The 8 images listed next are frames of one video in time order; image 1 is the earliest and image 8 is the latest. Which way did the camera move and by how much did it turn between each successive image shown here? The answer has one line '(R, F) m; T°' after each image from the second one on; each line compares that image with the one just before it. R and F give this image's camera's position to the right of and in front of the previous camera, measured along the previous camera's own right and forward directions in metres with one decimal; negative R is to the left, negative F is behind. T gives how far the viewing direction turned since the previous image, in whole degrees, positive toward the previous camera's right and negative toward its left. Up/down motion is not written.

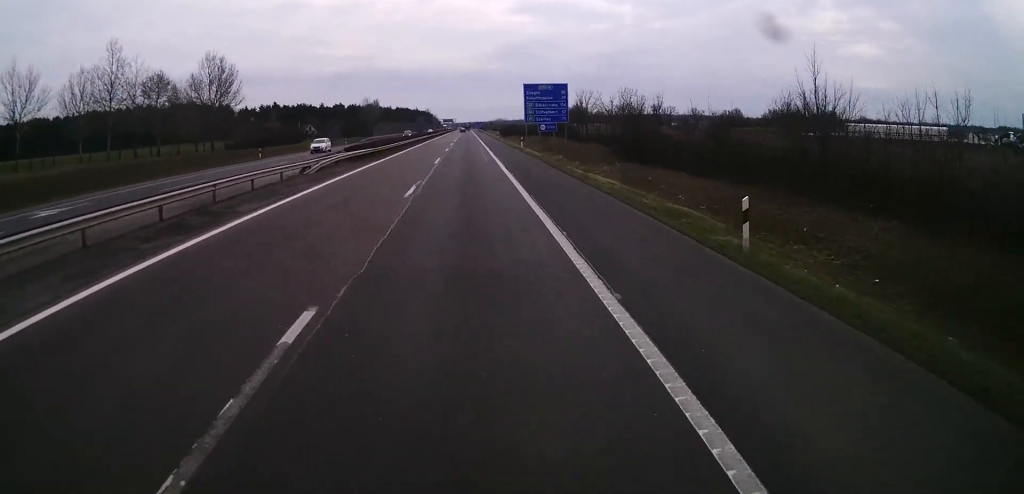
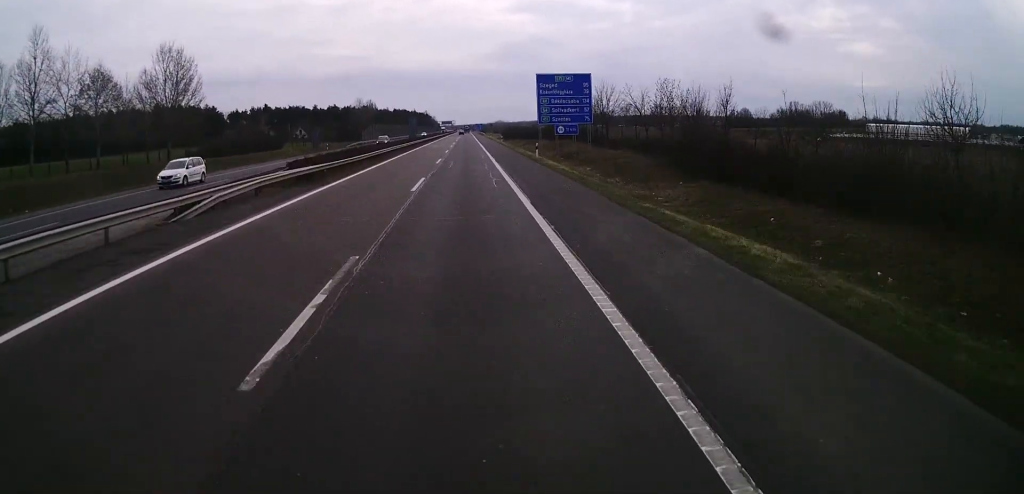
(+0.1, +14.2) m; 0°
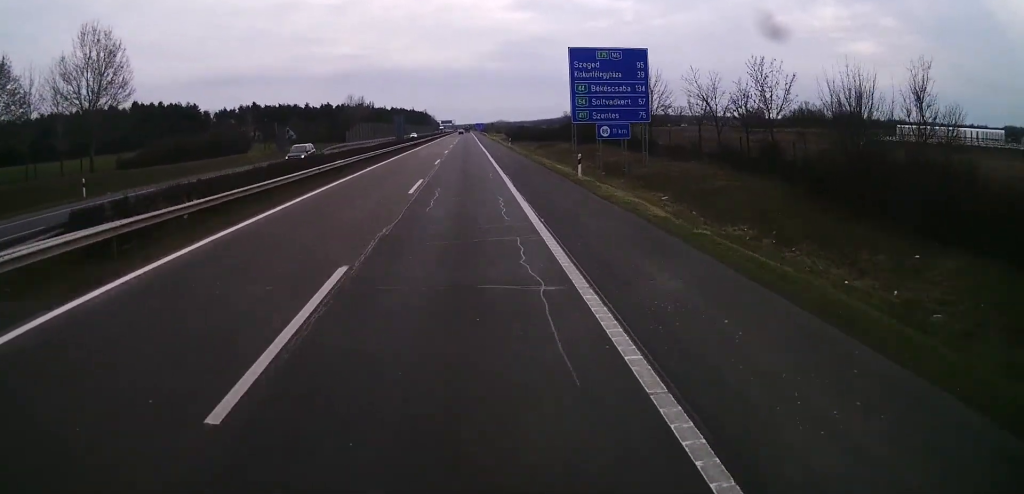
(+0.1, +18.6) m; 0°
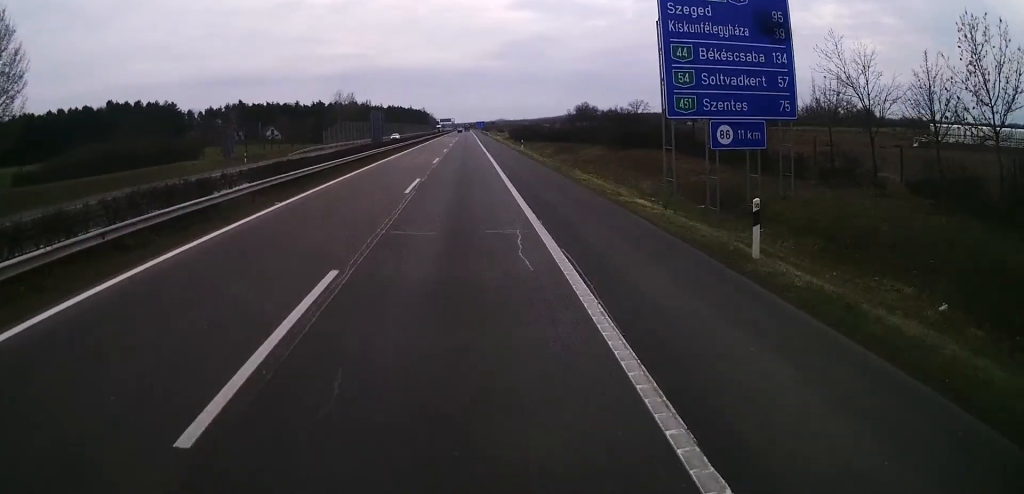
(0.0, +18.9) m; -1°
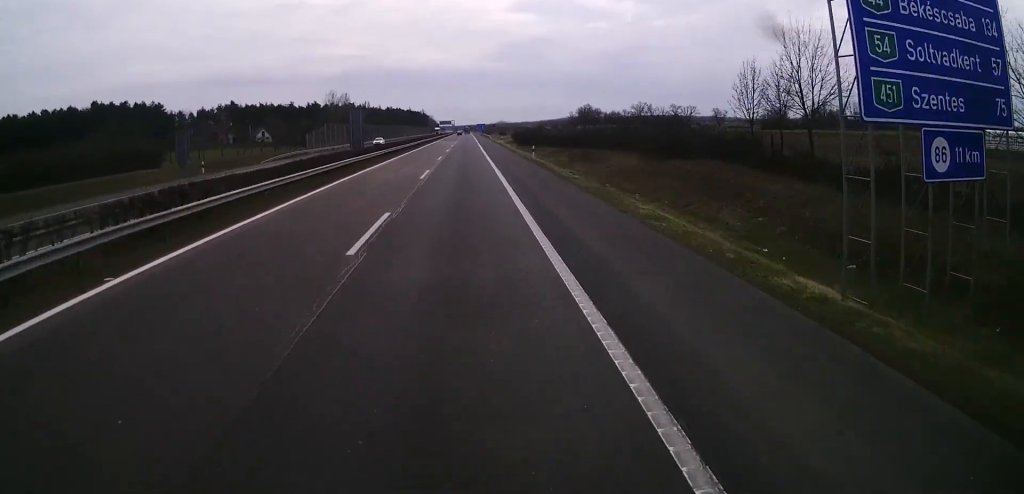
(-0.1, +11.0) m; 0°
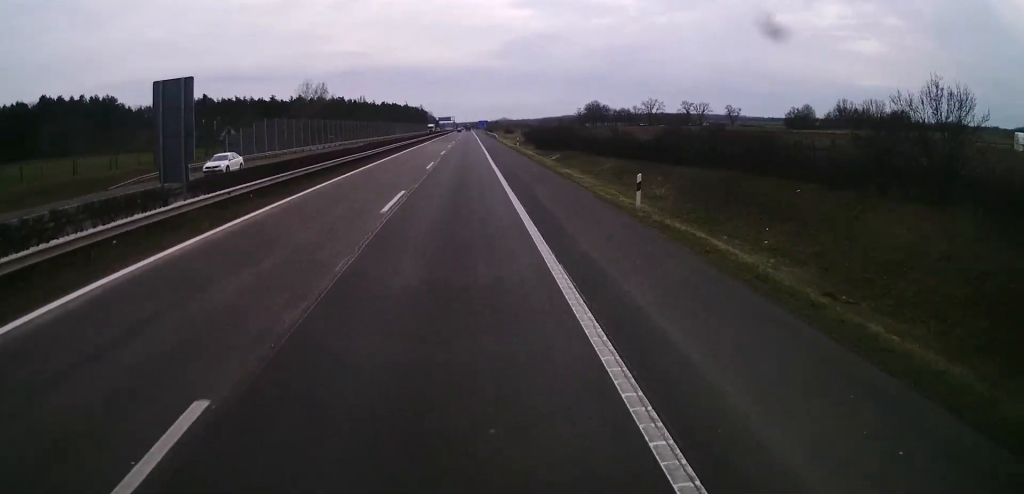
(0.0, +32.6) m; 0°
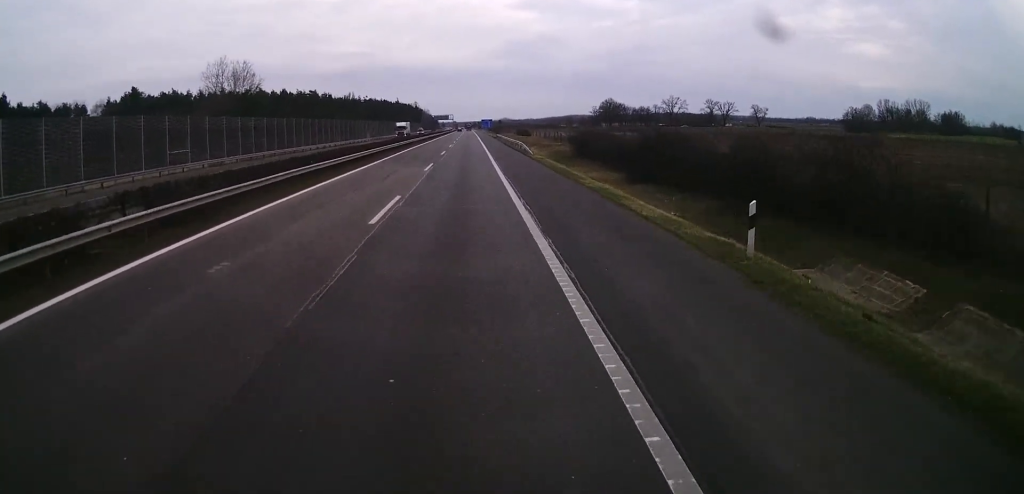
(+0.1, +59.3) m; 0°
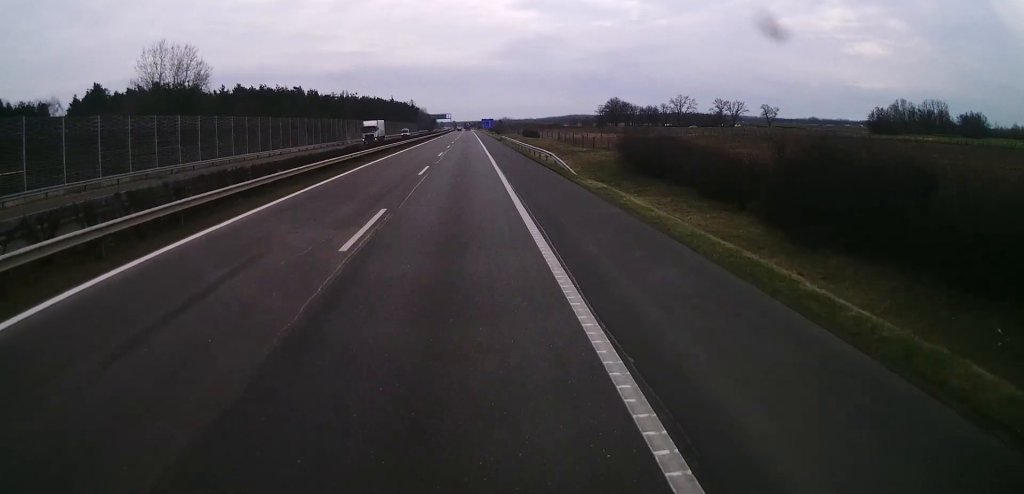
(+0.1, +20.8) m; 0°
